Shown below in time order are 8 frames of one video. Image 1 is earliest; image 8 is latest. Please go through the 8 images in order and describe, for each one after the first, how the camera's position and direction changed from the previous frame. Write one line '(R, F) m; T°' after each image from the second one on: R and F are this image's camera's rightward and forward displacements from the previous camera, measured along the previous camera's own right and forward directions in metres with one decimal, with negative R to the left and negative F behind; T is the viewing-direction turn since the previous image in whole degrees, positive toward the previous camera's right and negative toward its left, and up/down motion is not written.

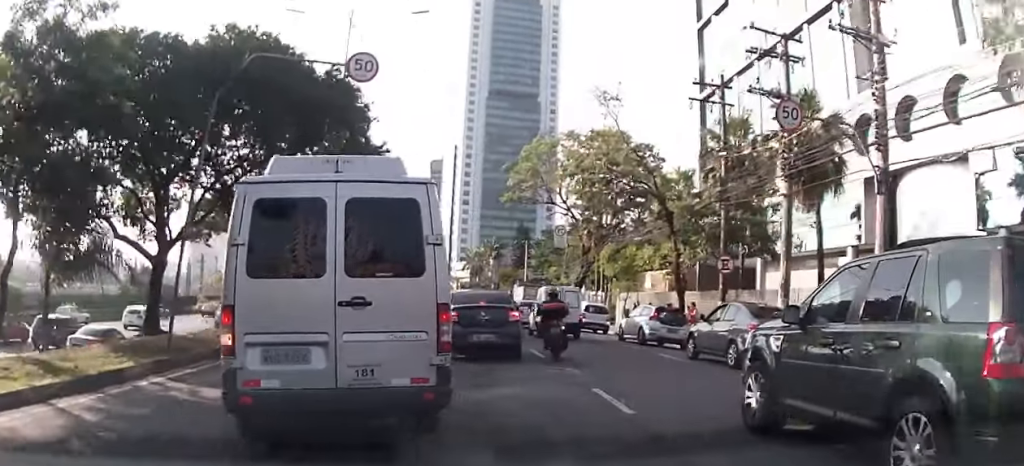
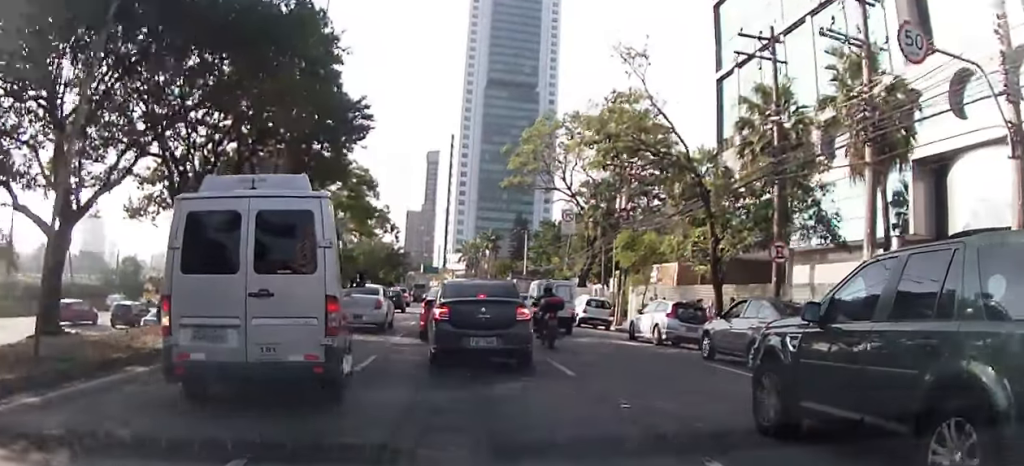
(0.0, +4.8) m; +2°
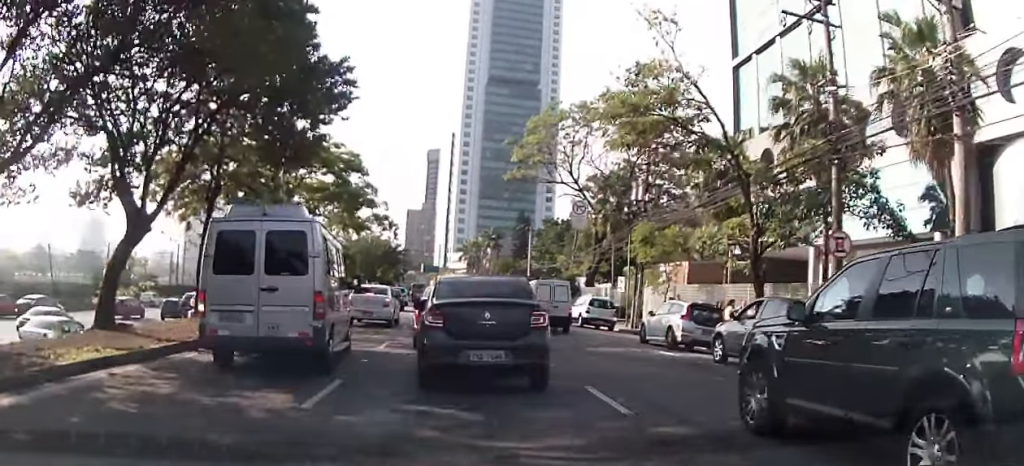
(+0.1, +4.3) m; +2°
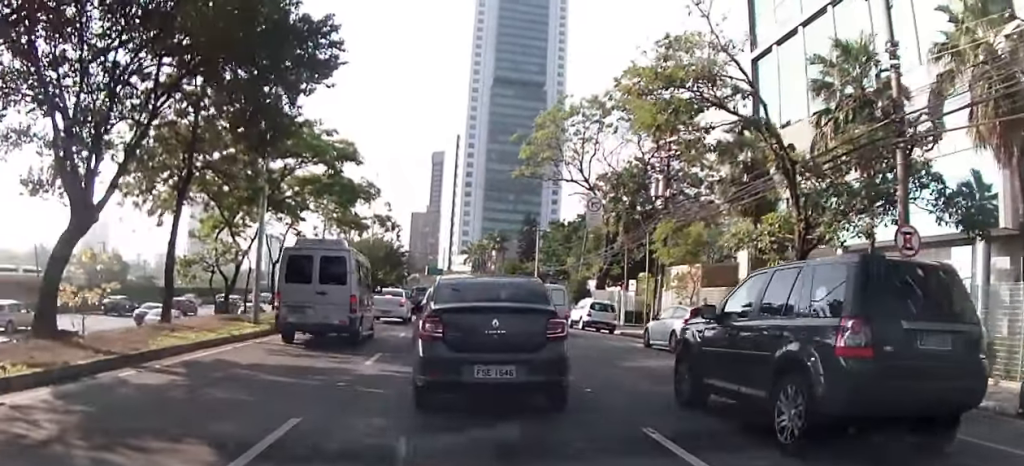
(+0.1, +4.1) m; +4°
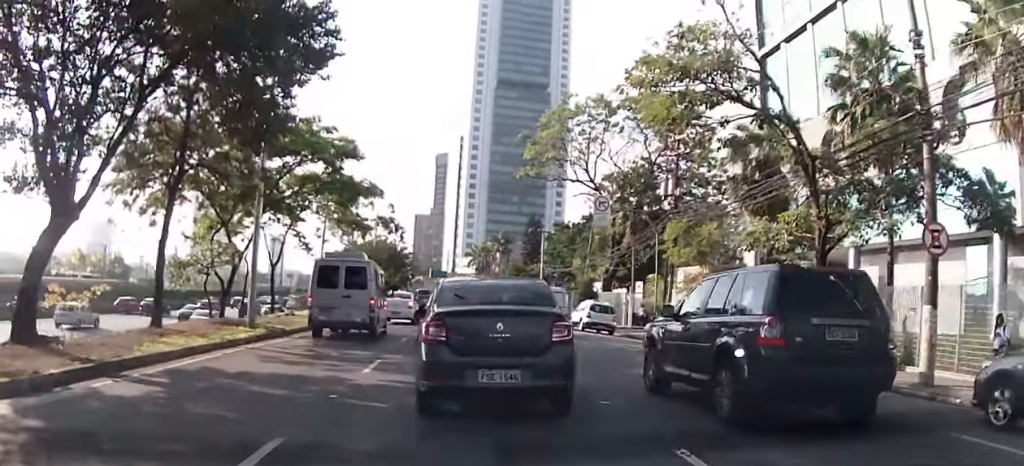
(+0.1, +1.4) m; -1°
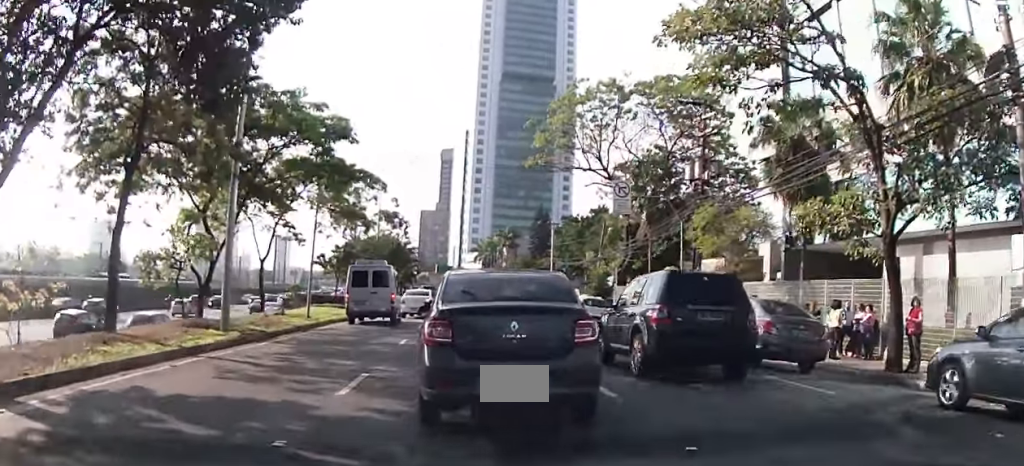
(-0.2, +3.1) m; -1°
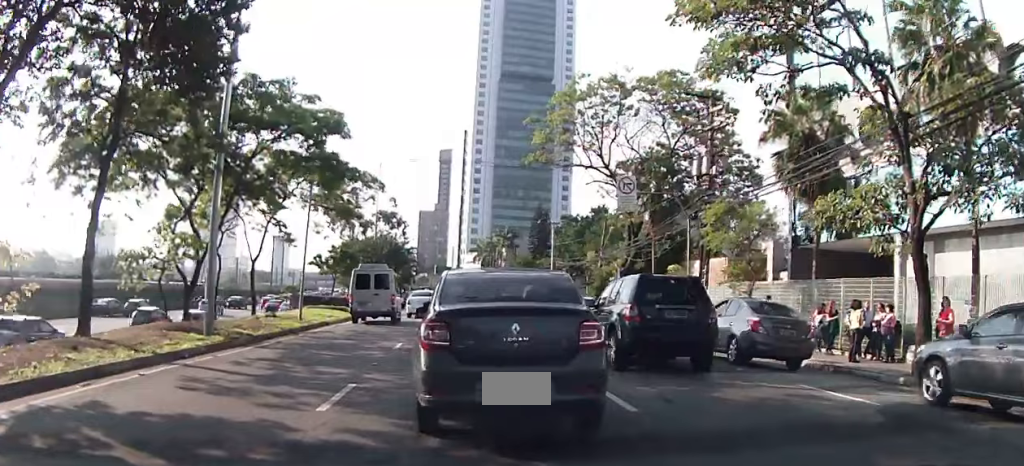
(+0.2, +1.3) m; 0°
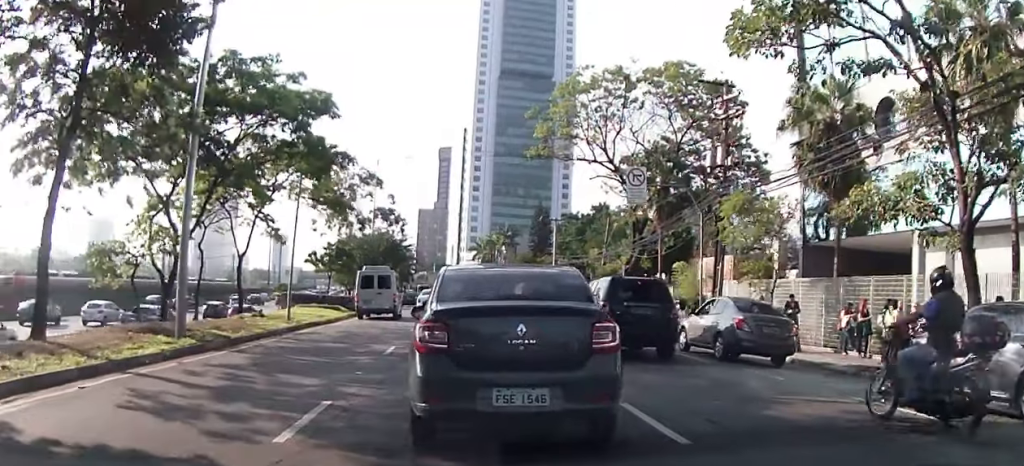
(-0.2, +1.8) m; +1°
